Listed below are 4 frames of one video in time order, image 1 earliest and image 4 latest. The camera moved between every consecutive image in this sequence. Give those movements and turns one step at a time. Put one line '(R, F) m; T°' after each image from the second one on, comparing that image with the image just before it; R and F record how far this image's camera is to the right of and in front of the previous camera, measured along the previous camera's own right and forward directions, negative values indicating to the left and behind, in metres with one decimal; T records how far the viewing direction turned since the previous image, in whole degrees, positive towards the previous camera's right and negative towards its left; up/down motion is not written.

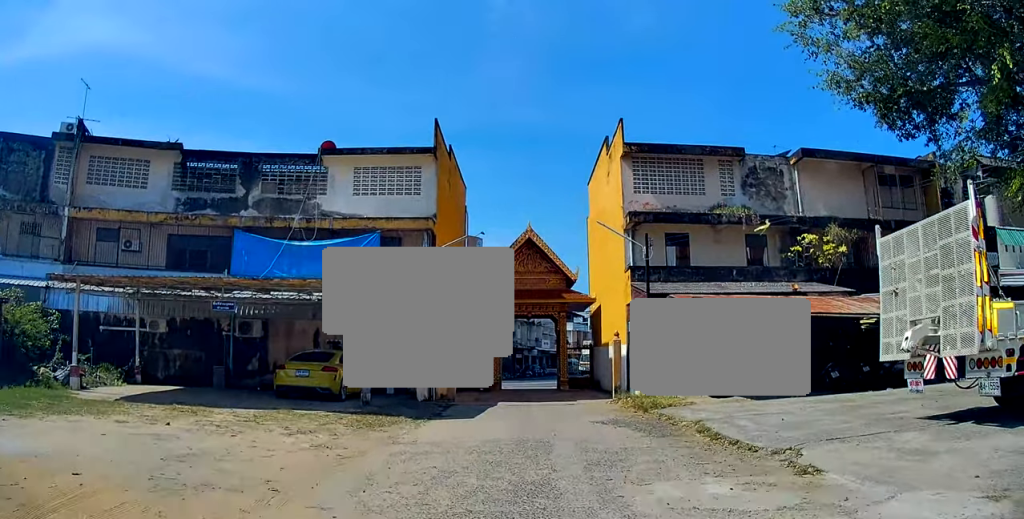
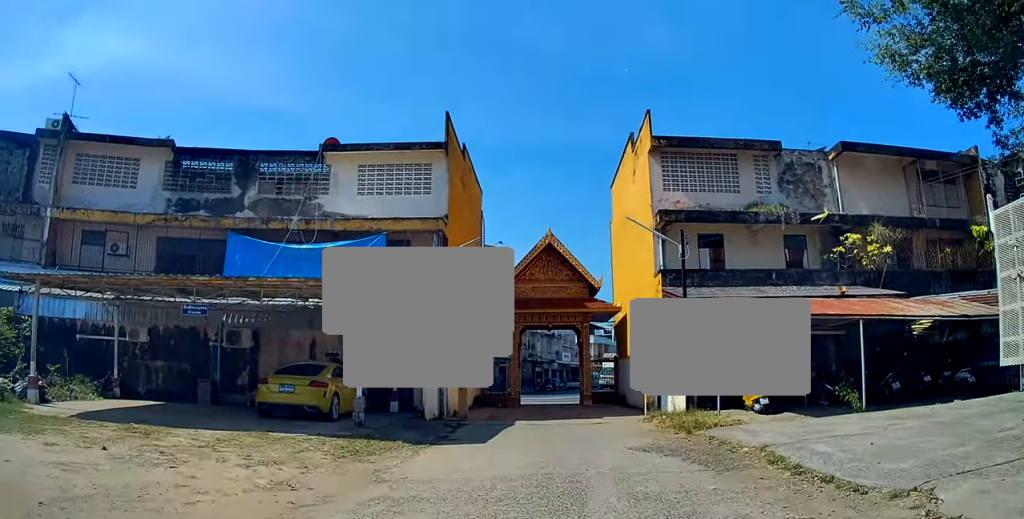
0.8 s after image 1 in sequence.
(-0.1, +2.2) m; -1°
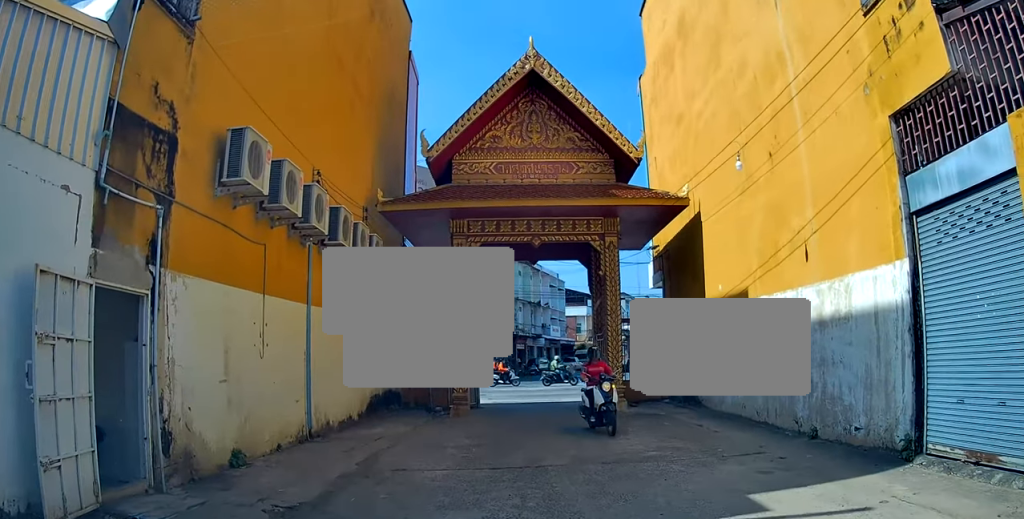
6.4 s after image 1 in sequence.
(-1.0, +23.1) m; -4°
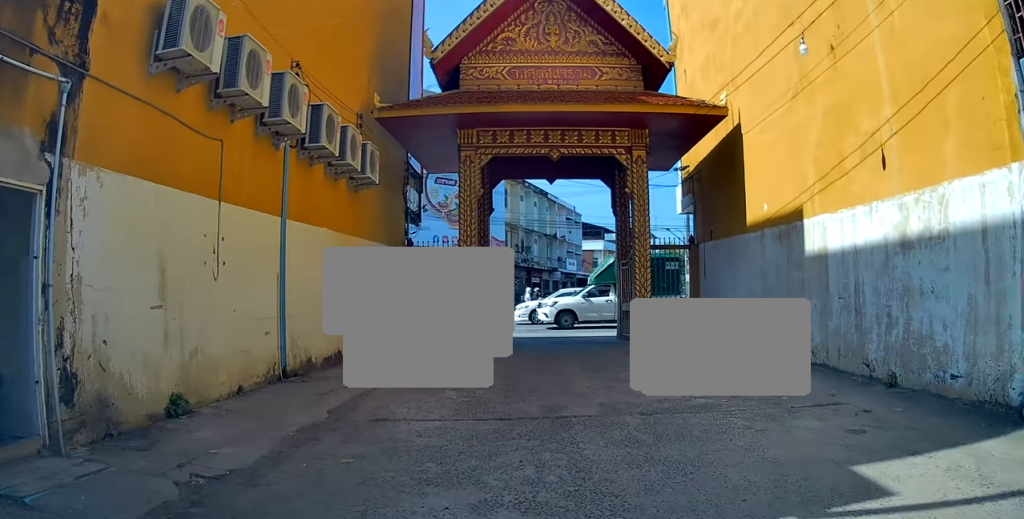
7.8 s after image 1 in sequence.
(0.0, +5.1) m; +1°
